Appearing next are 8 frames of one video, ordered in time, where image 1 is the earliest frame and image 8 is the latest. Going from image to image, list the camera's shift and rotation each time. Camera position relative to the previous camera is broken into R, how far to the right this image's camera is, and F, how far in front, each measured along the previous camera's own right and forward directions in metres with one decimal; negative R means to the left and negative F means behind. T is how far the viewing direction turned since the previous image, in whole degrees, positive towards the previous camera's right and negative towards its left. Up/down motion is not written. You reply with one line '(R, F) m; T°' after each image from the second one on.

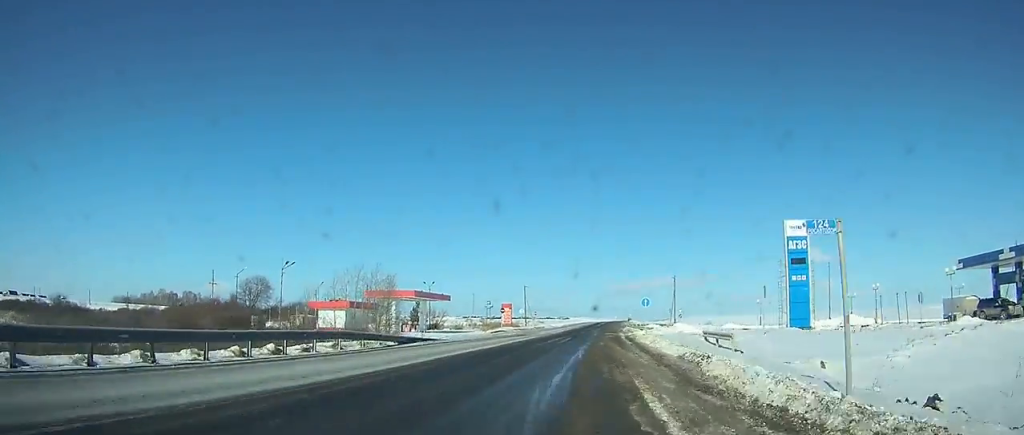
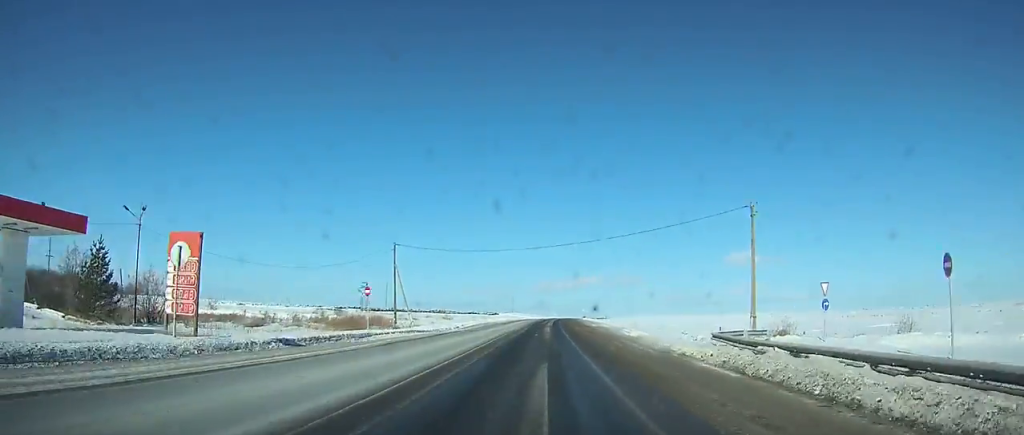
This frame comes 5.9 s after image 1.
(+5.0, +69.6) m; +6°
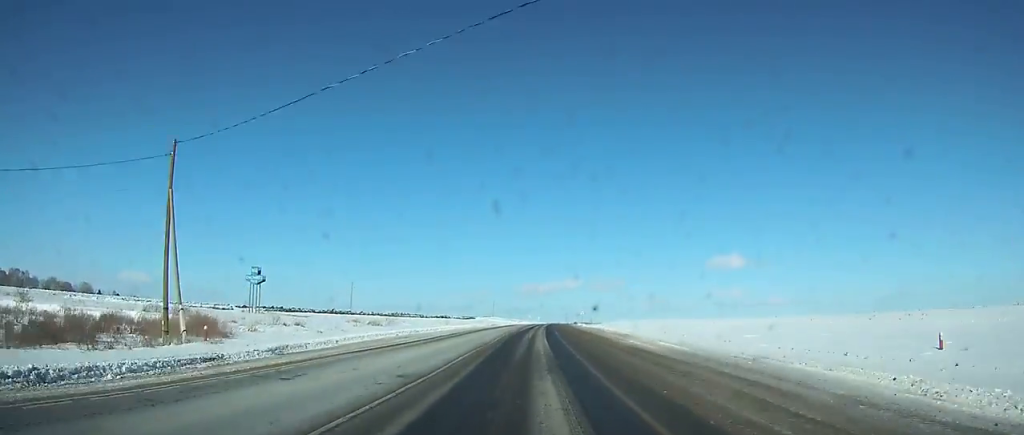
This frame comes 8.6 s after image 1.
(+0.4, +42.3) m; +1°
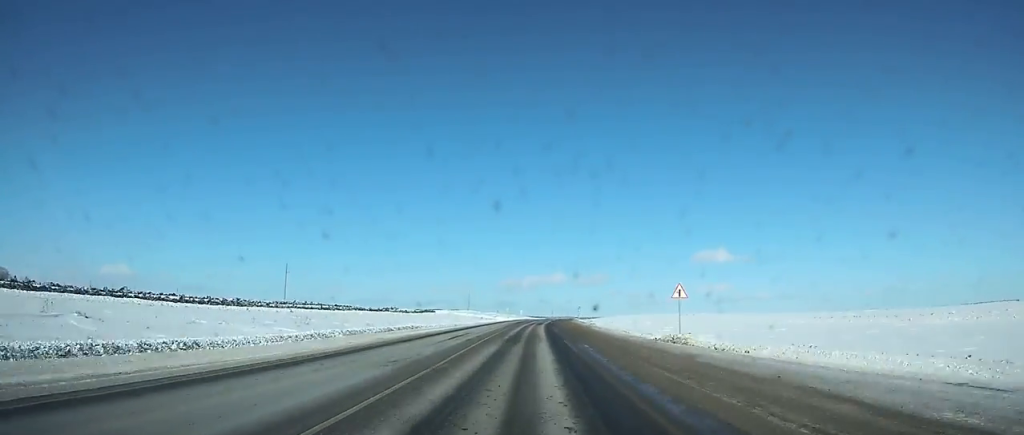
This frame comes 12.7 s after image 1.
(+1.1, +72.5) m; +1°
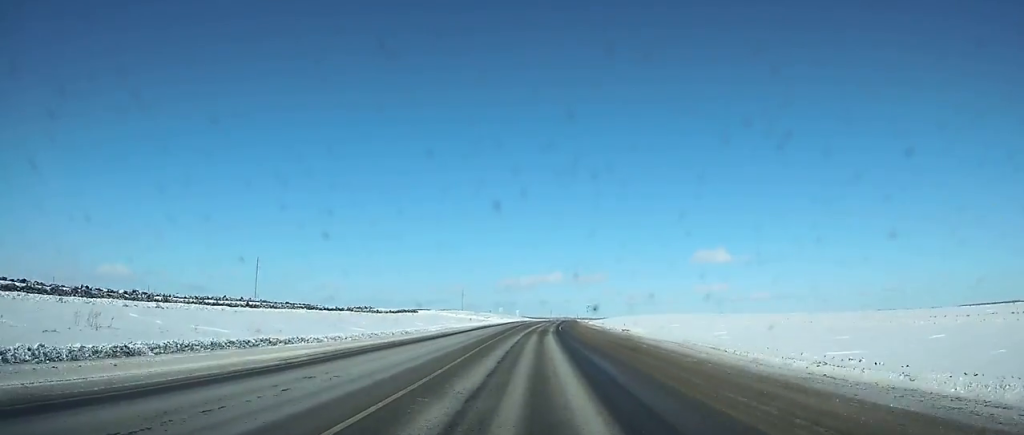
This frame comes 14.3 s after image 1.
(+0.1, +29.2) m; +1°
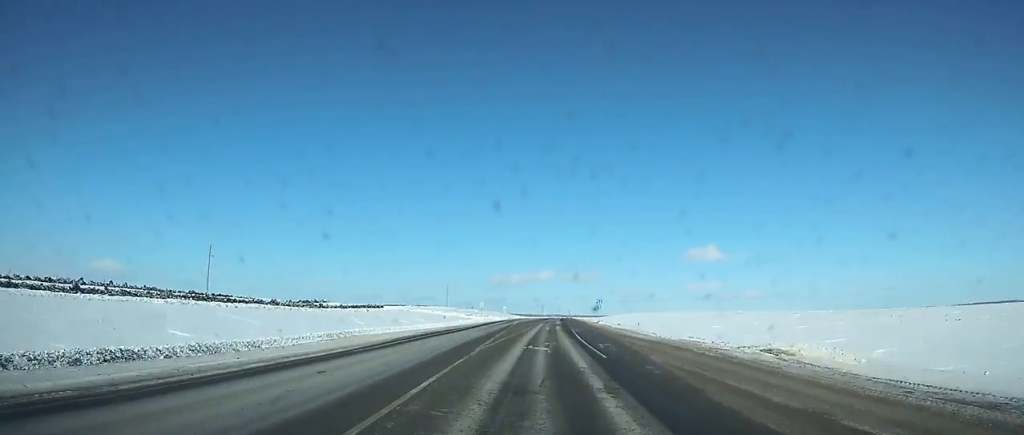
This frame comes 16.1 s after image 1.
(-0.2, +33.0) m; +1°
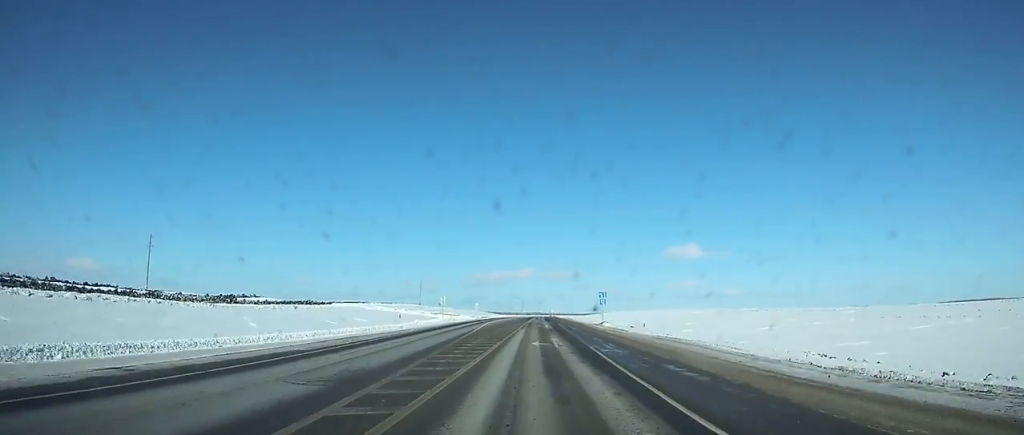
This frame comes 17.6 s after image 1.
(+0.5, +26.0) m; +1°
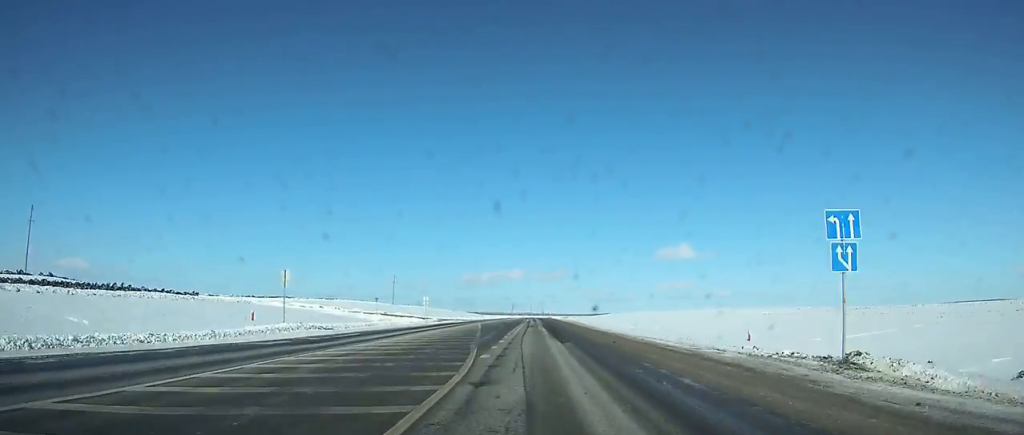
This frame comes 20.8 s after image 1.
(+0.7, +52.1) m; +1°
